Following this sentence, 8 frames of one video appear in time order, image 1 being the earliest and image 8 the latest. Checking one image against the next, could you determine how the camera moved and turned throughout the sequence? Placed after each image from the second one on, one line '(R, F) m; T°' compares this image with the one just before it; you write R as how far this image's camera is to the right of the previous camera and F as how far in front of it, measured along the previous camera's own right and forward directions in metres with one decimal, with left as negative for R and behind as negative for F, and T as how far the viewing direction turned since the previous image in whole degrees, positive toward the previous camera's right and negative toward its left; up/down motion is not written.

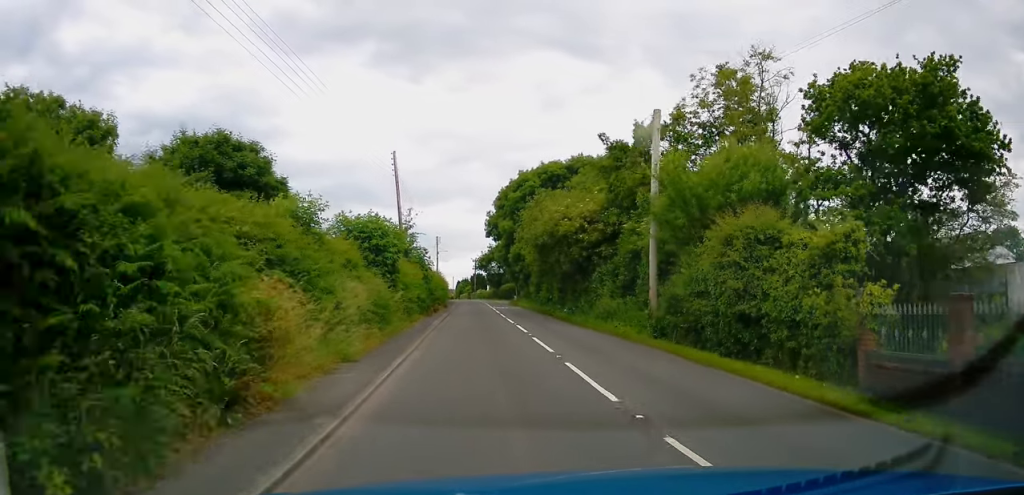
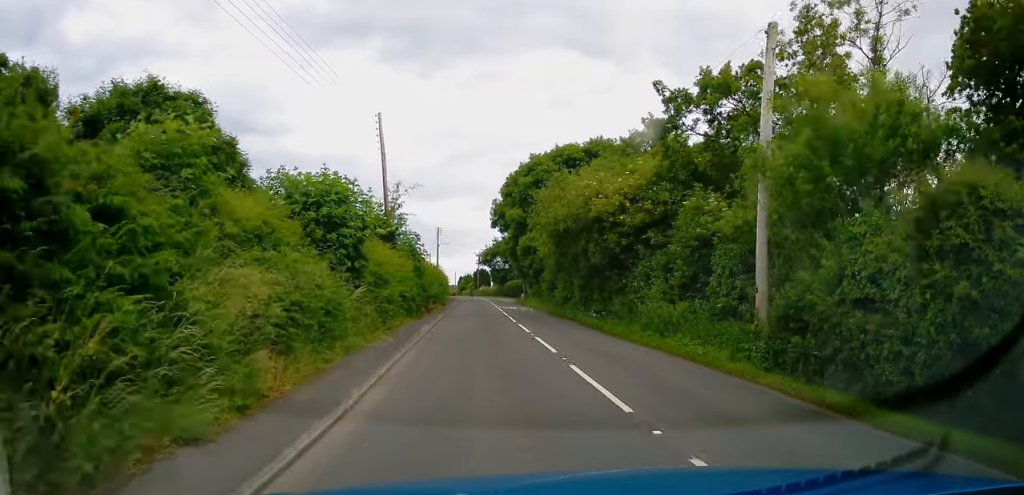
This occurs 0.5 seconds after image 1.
(-0.1, +6.5) m; -1°
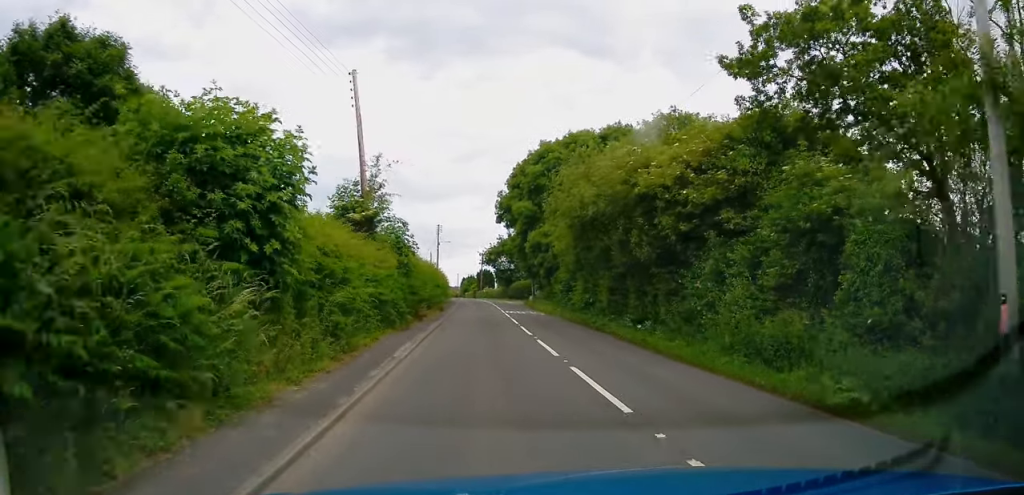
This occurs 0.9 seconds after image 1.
(0.0, +5.6) m; -1°
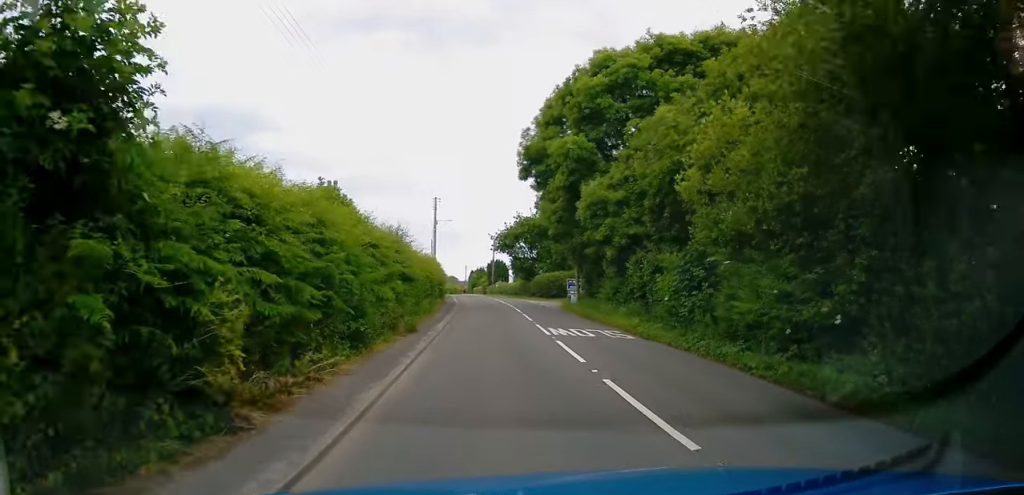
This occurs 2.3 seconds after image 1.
(-0.3, +19.2) m; -1°
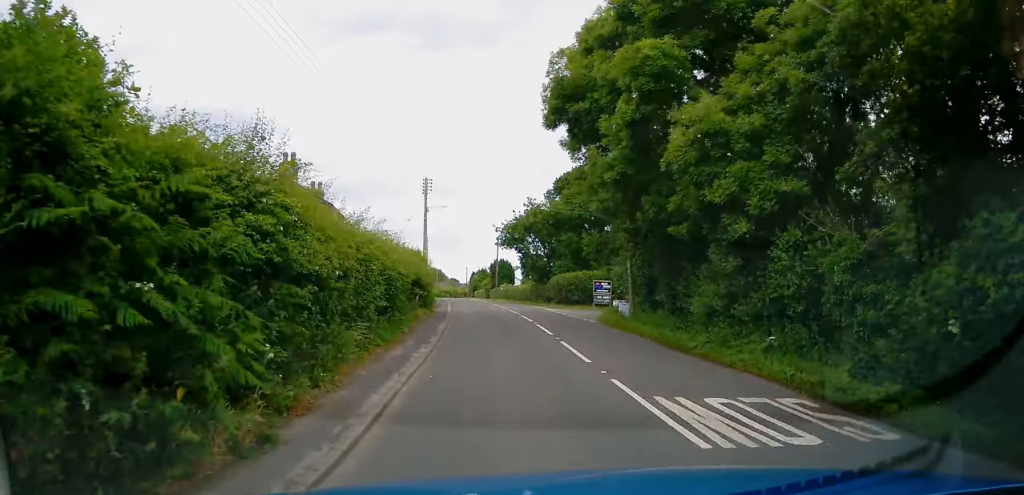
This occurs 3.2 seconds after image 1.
(0.0, +11.5) m; 0°
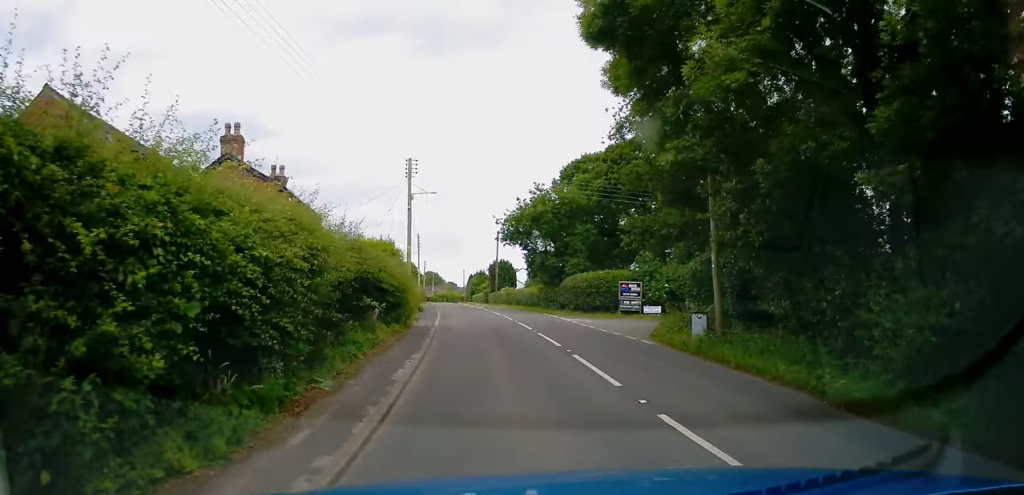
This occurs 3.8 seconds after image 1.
(+0.2, +8.5) m; 0°
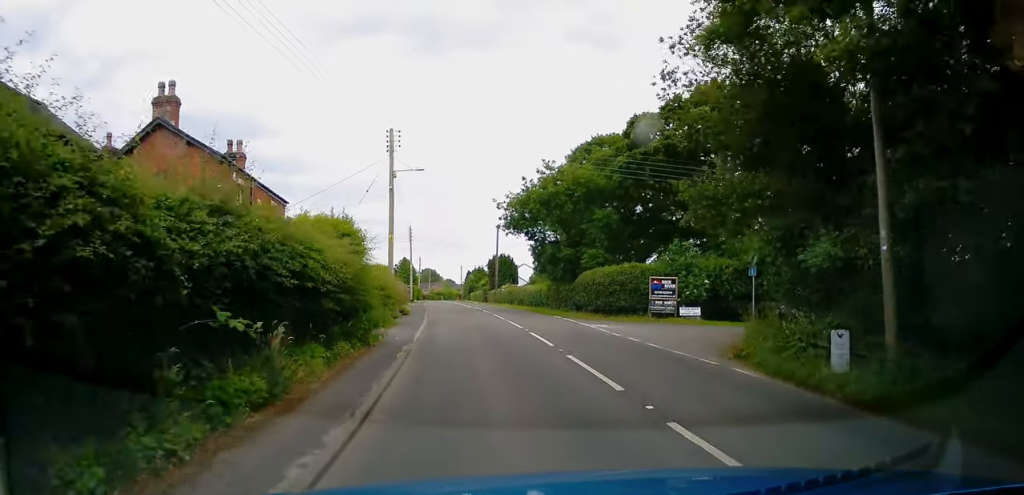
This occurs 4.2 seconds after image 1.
(-0.1, +6.3) m; -1°
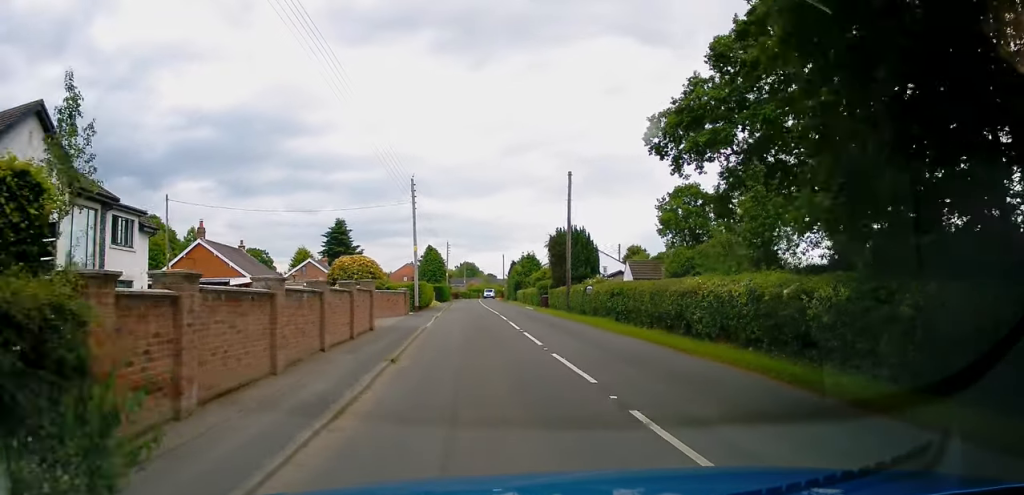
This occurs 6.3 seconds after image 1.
(-0.7, +29.0) m; -3°
